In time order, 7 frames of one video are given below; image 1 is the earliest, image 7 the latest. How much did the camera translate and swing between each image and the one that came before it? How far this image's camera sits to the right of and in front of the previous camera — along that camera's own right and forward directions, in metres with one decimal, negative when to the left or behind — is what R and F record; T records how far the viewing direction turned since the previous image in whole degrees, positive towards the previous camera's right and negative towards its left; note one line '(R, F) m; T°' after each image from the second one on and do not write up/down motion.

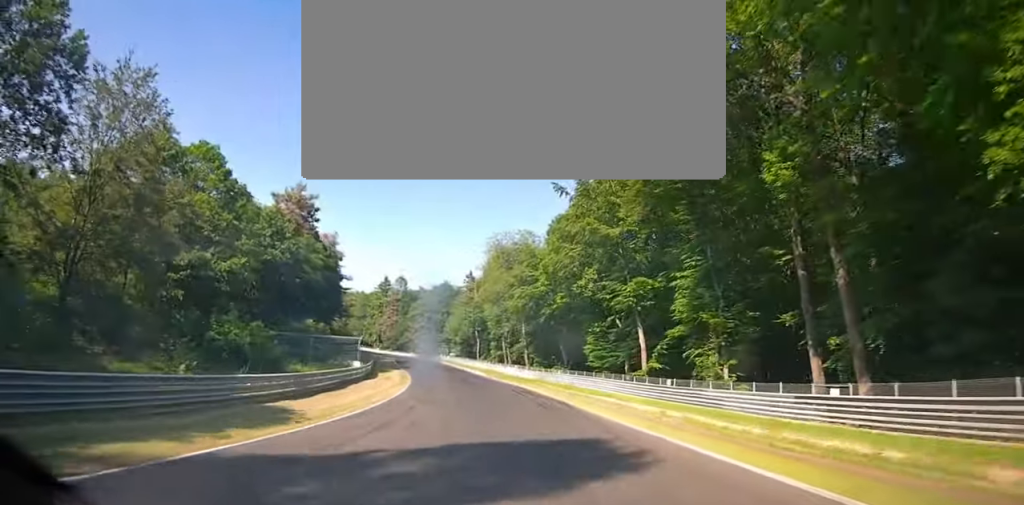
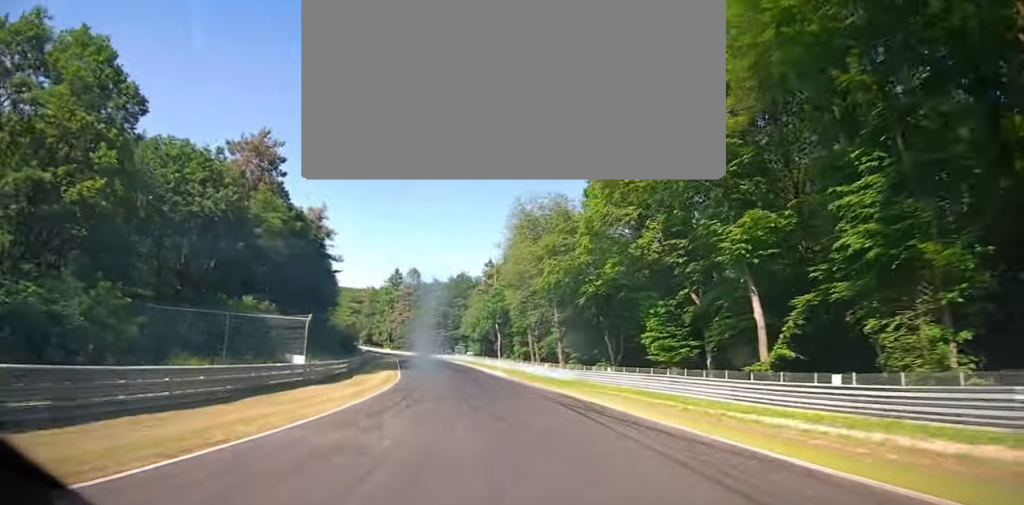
(-0.5, +15.5) m; -2°
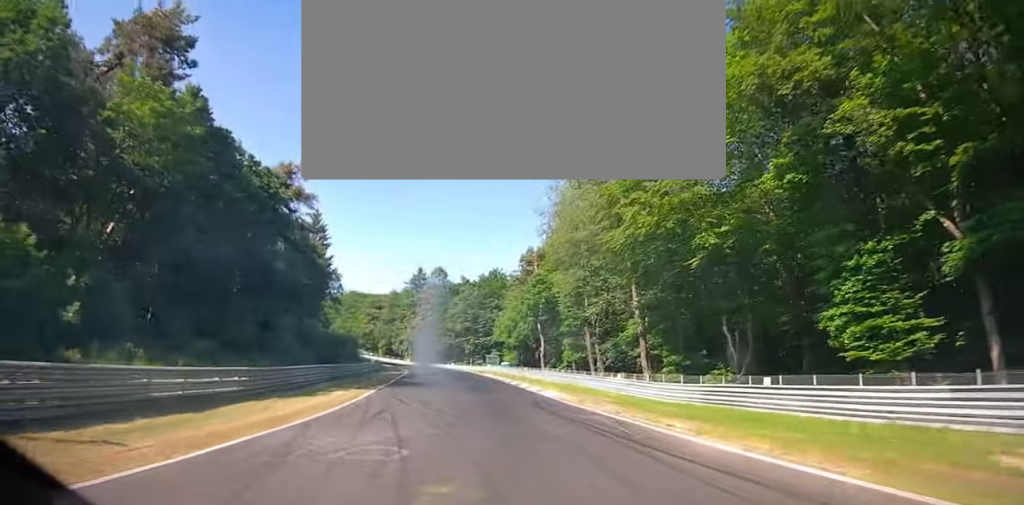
(-0.5, +20.8) m; -3°
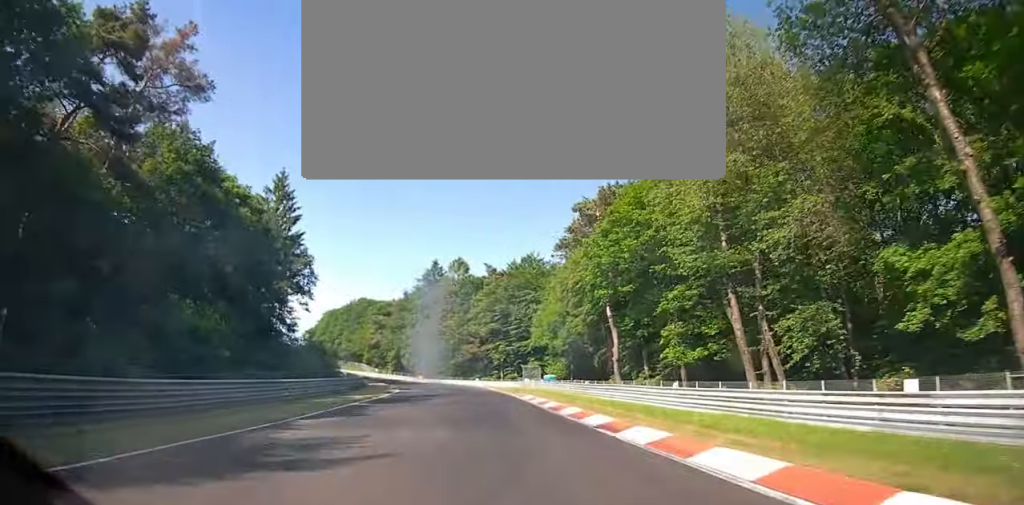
(-0.8, +26.0) m; -5°
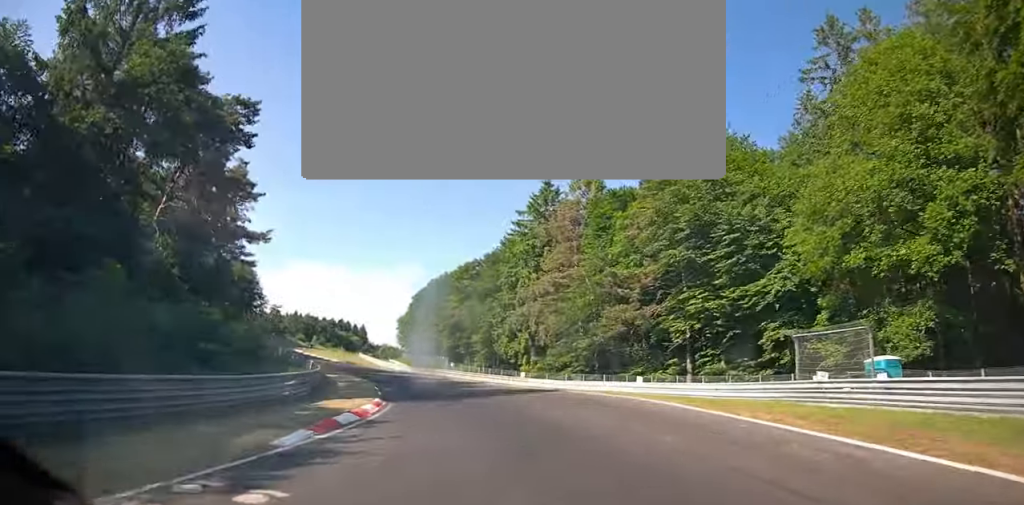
(-4.4, +42.3) m; -16°
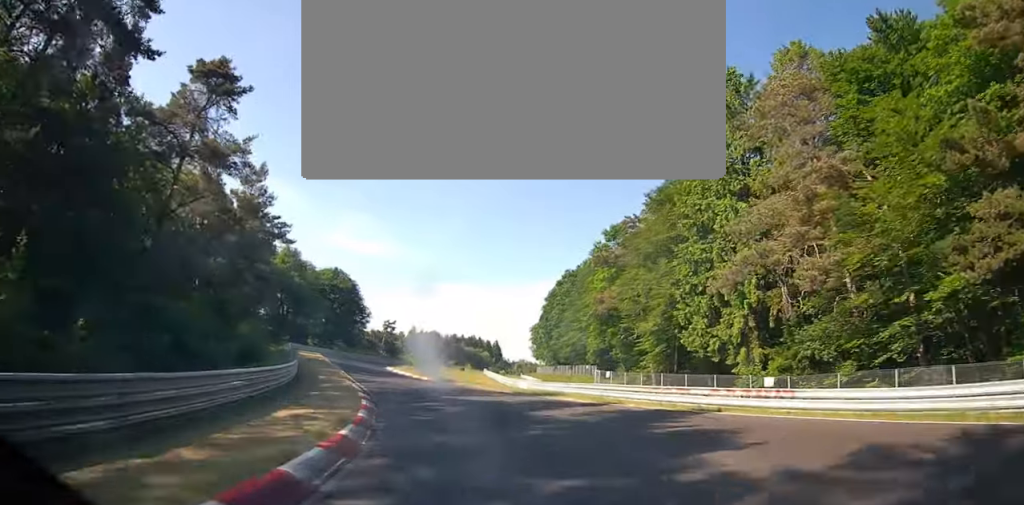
(-2.9, +24.8) m; -13°
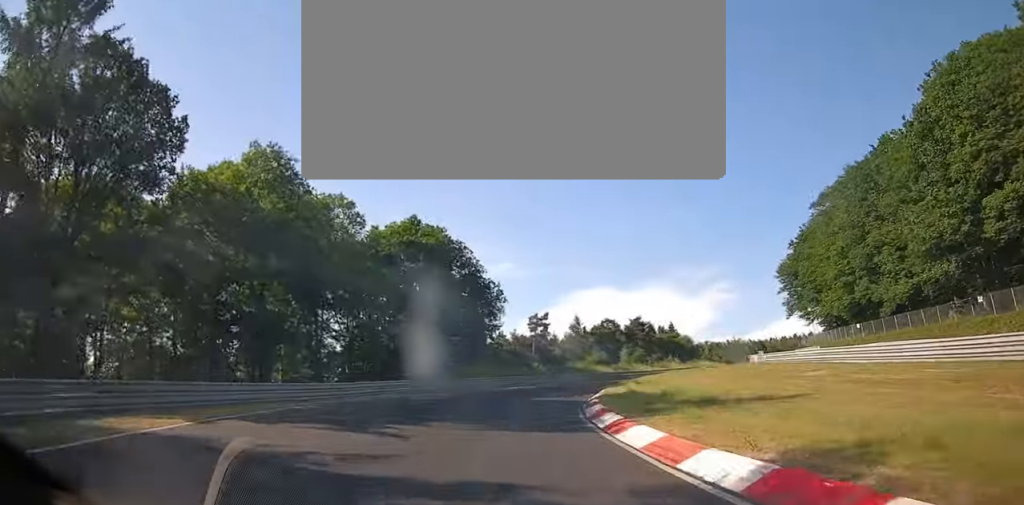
(-12.3, +53.8) m; -13°
